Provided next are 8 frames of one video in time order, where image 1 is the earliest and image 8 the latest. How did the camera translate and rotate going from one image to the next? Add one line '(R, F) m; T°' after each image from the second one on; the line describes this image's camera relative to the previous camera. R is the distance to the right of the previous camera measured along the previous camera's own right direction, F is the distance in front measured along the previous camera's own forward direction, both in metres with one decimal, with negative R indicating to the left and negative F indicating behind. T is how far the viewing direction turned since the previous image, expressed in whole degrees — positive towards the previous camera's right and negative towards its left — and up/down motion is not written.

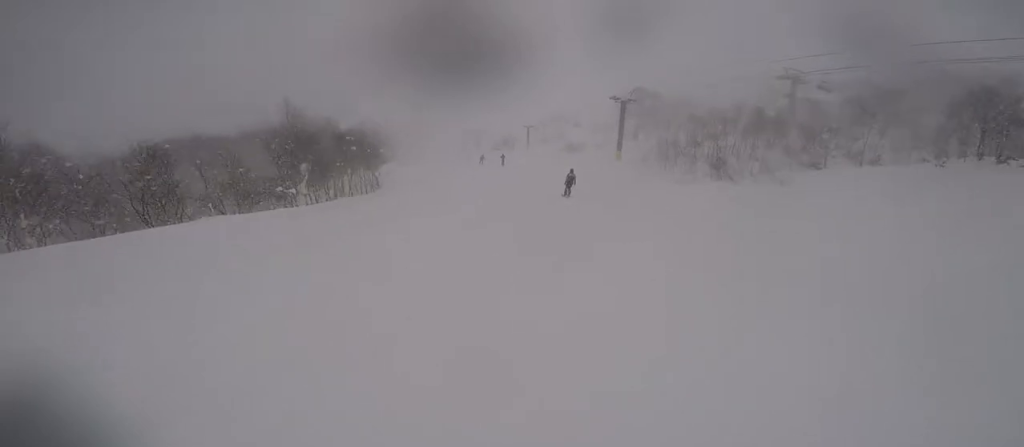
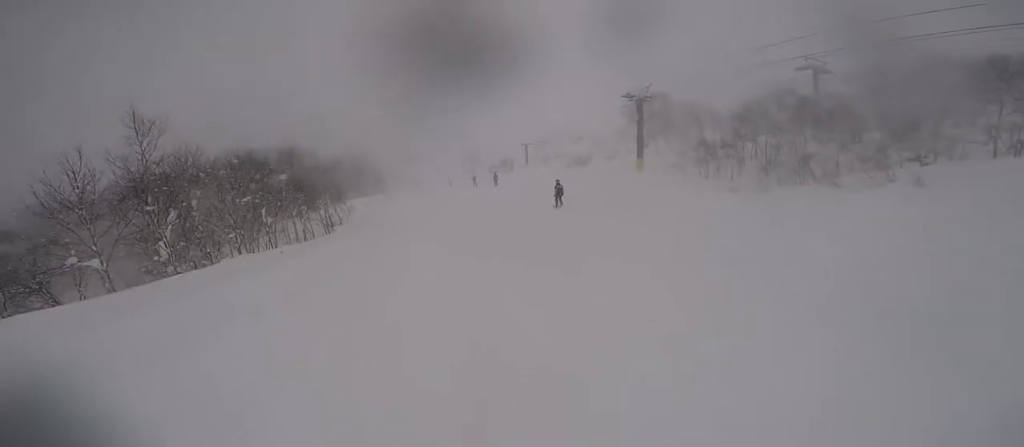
(+1.2, +8.1) m; -7°
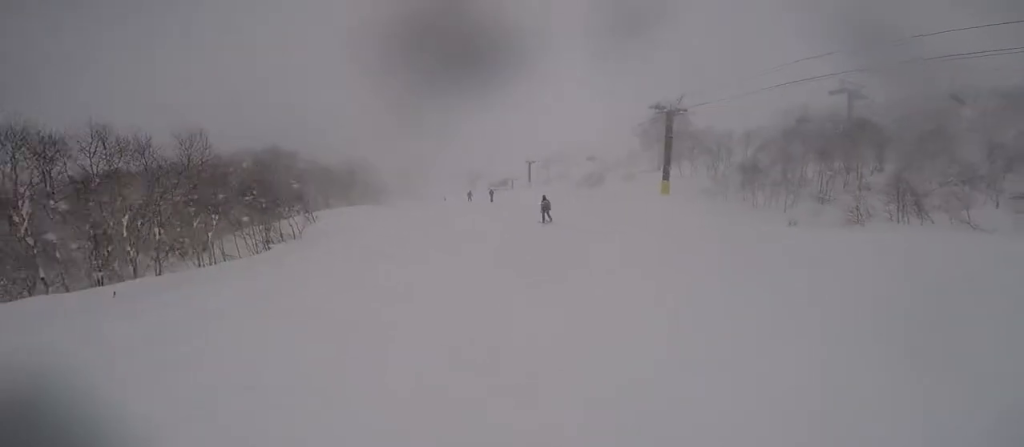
(-1.5, +5.3) m; -5°
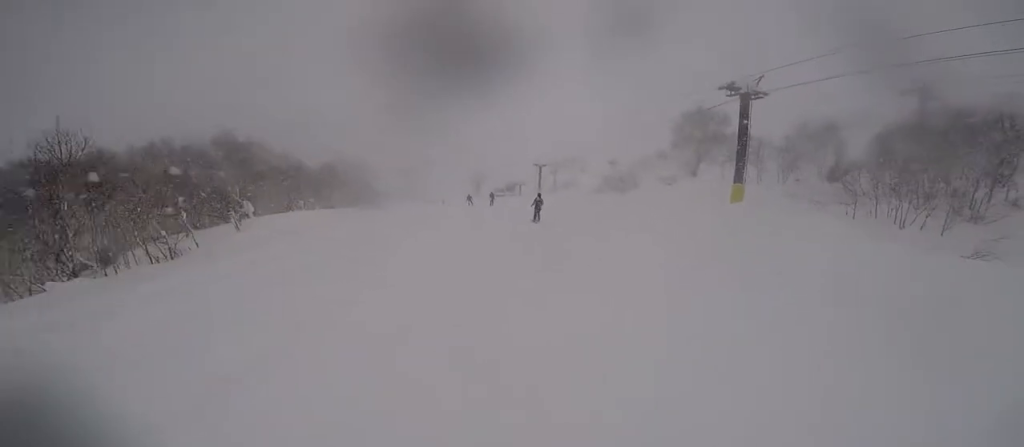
(0.0, +8.3) m; +5°
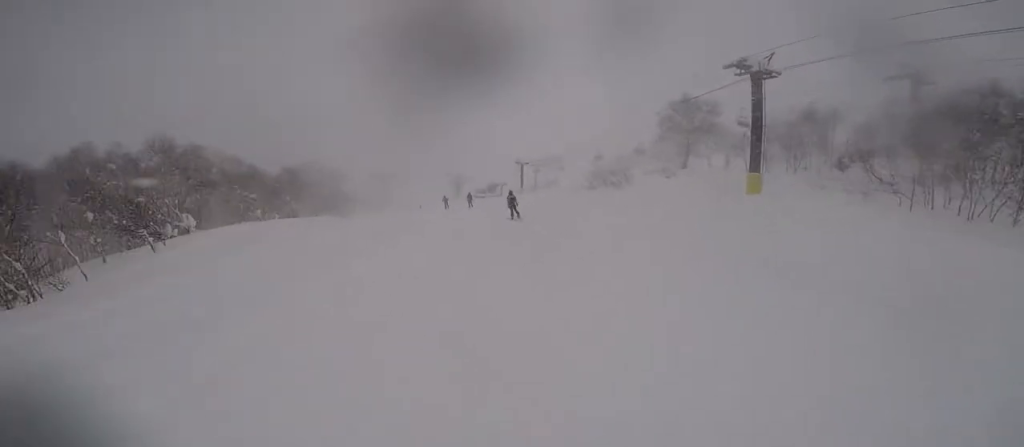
(+0.2, +3.5) m; +4°
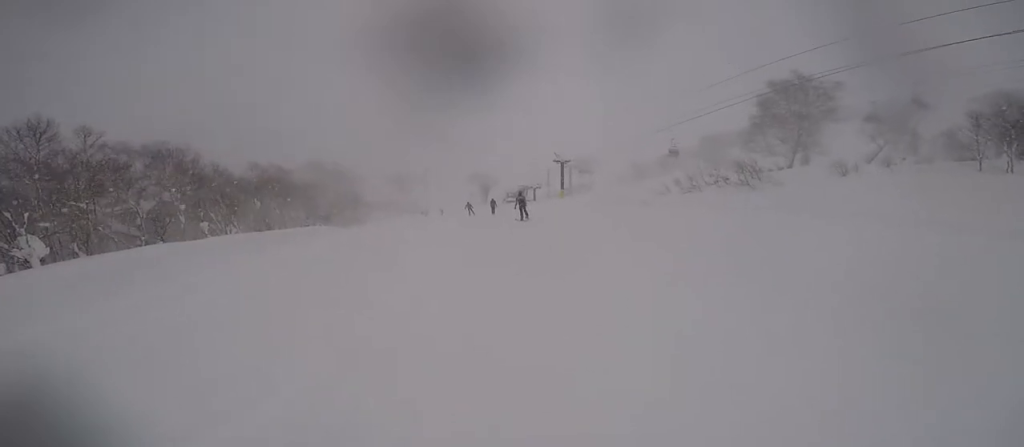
(-1.4, +11.6) m; -4°
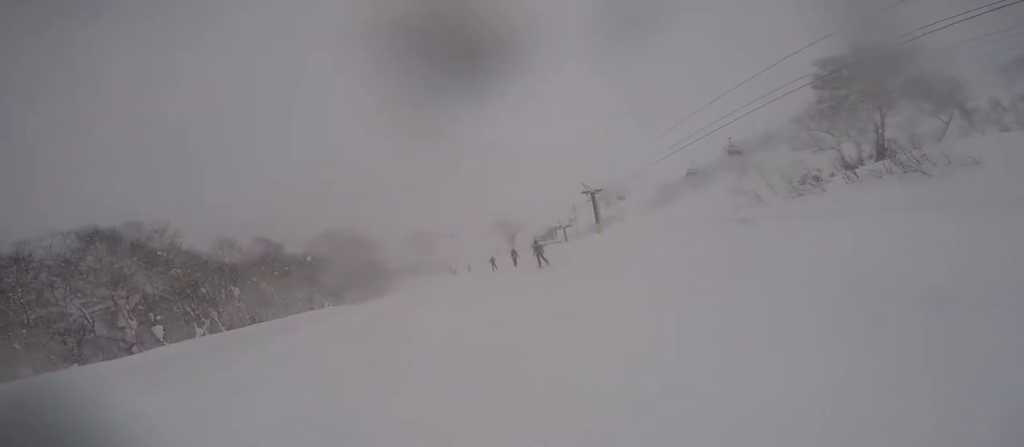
(+0.5, +7.2) m; -10°
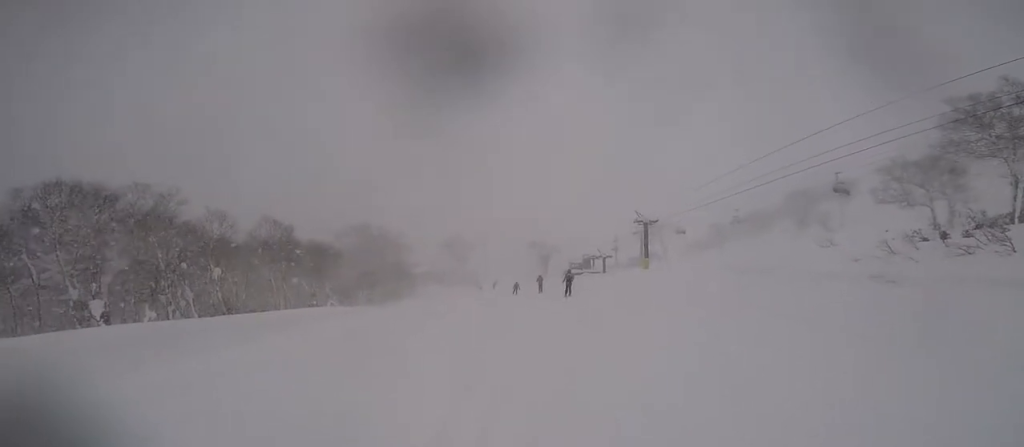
(-0.8, +5.0) m; +7°
